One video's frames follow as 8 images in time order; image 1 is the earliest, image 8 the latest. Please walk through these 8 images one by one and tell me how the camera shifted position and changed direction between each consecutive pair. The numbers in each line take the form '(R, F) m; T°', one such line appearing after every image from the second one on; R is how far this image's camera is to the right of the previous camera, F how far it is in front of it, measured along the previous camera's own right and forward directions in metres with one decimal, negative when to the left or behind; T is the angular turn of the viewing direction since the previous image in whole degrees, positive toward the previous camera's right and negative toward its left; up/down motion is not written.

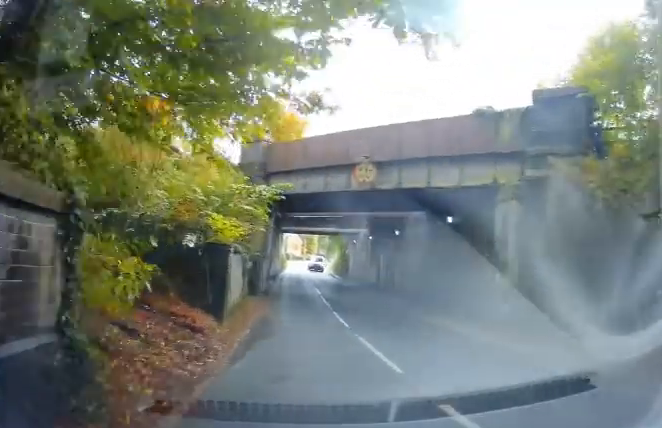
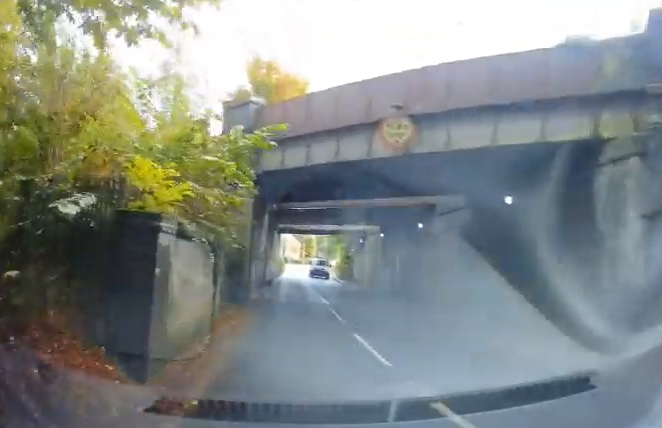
(+0.7, +6.1) m; +3°
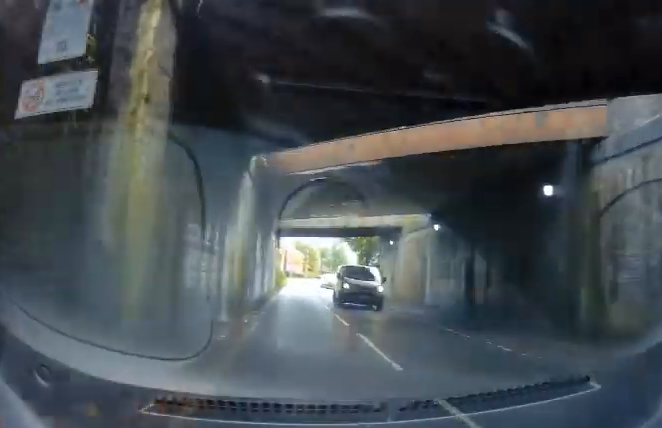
(-1.5, +12.0) m; -13°
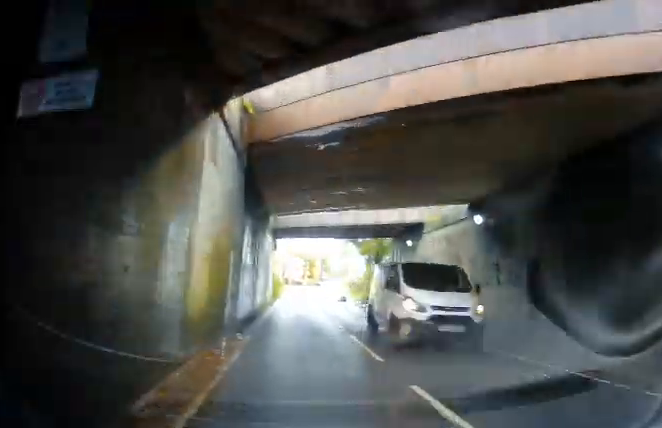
(-0.1, +4.7) m; -6°
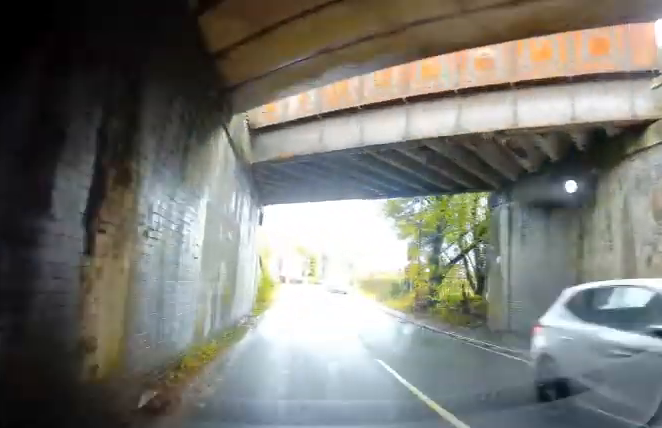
(-2.2, +14.9) m; -6°
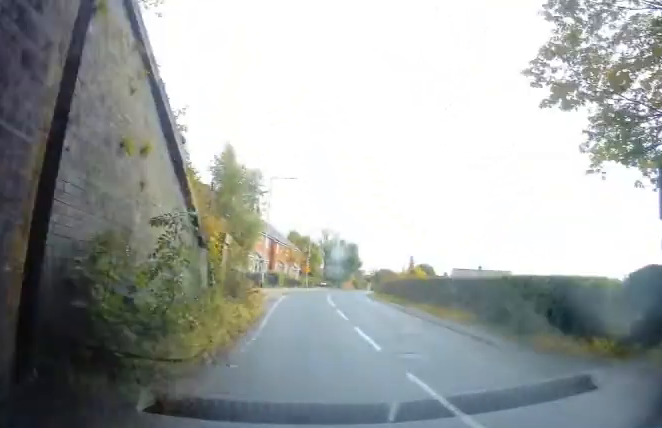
(+4.2, +19.0) m; +19°
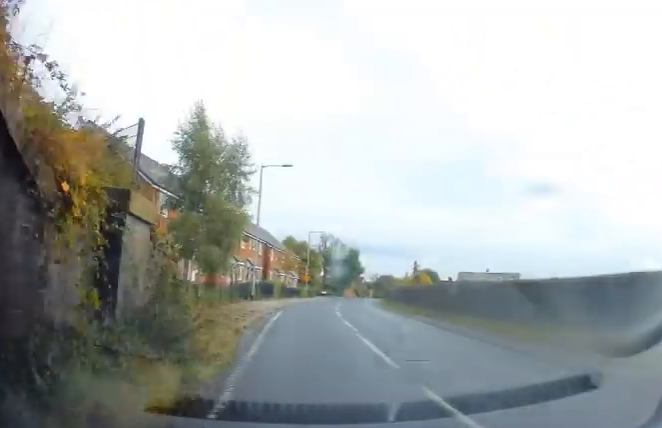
(-0.3, +7.0) m; -2°
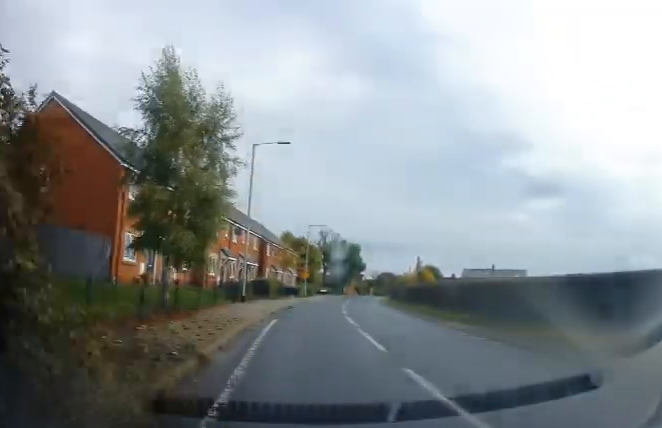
(-0.1, +5.0) m; -1°
